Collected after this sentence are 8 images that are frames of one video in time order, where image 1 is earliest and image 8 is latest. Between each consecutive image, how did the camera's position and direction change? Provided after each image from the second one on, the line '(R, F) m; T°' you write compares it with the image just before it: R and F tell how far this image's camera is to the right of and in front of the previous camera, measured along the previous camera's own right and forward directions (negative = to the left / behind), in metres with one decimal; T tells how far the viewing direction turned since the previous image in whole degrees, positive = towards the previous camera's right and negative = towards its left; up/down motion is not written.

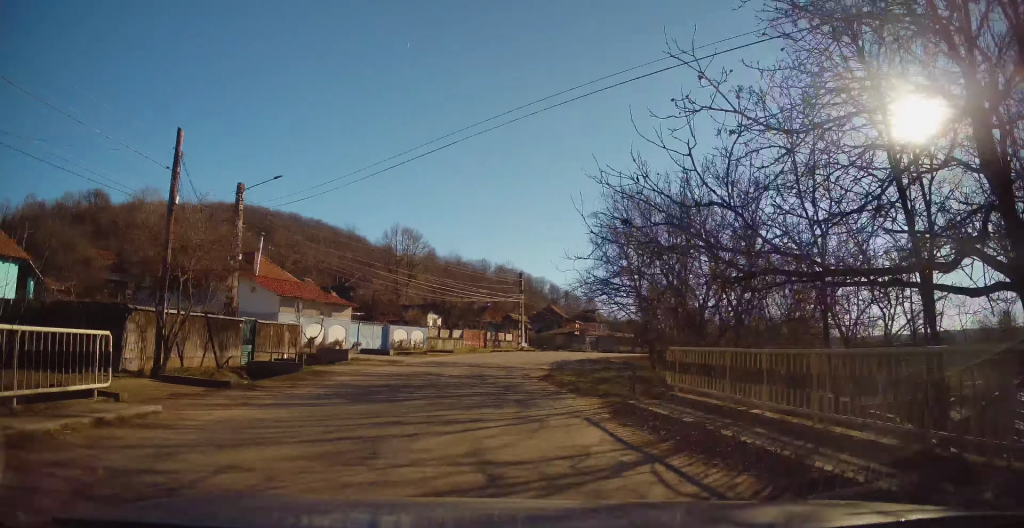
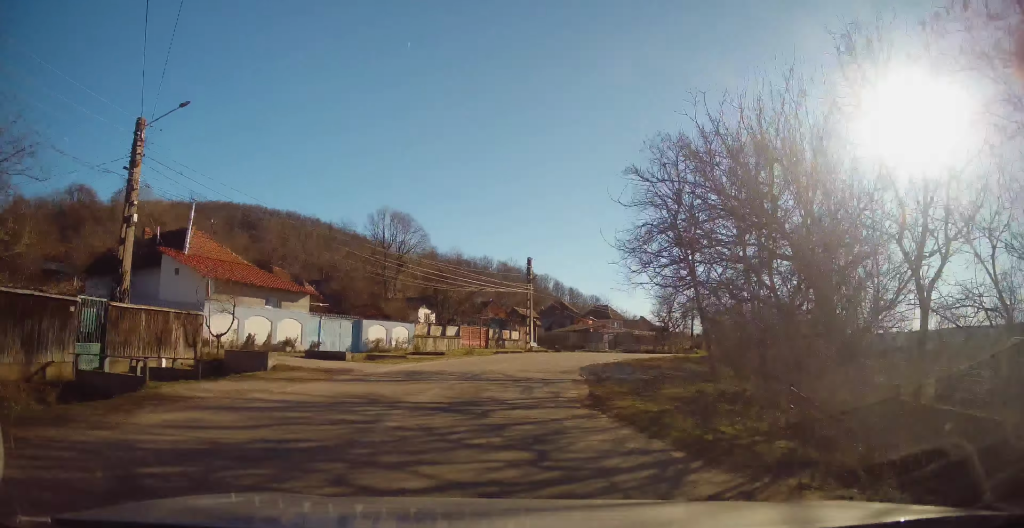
(-0.4, +8.9) m; +1°
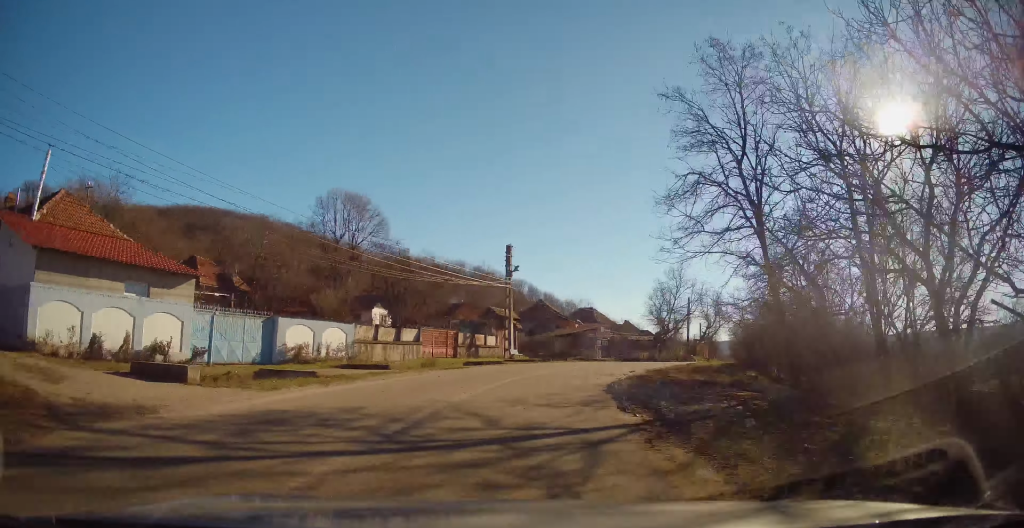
(-0.1, +9.4) m; +2°
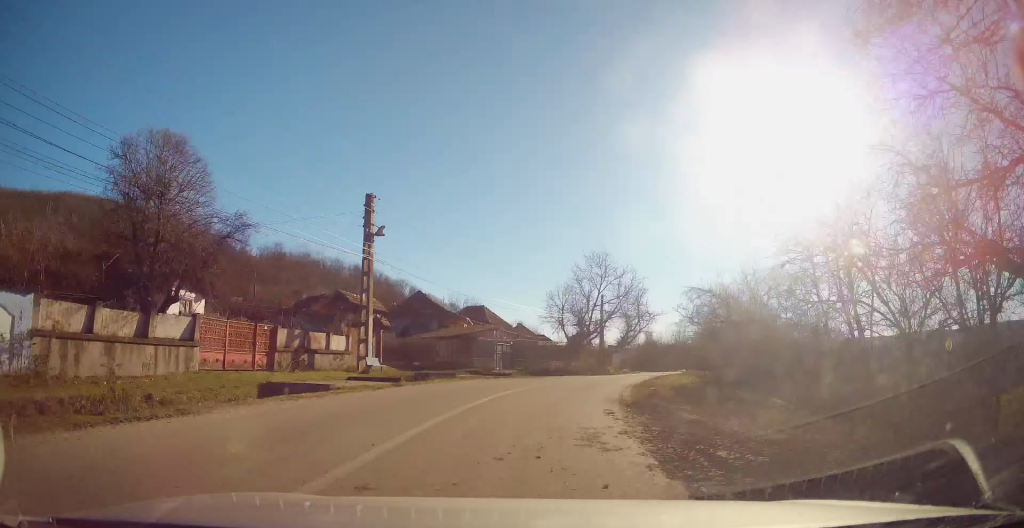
(+0.8, +14.3) m; +9°
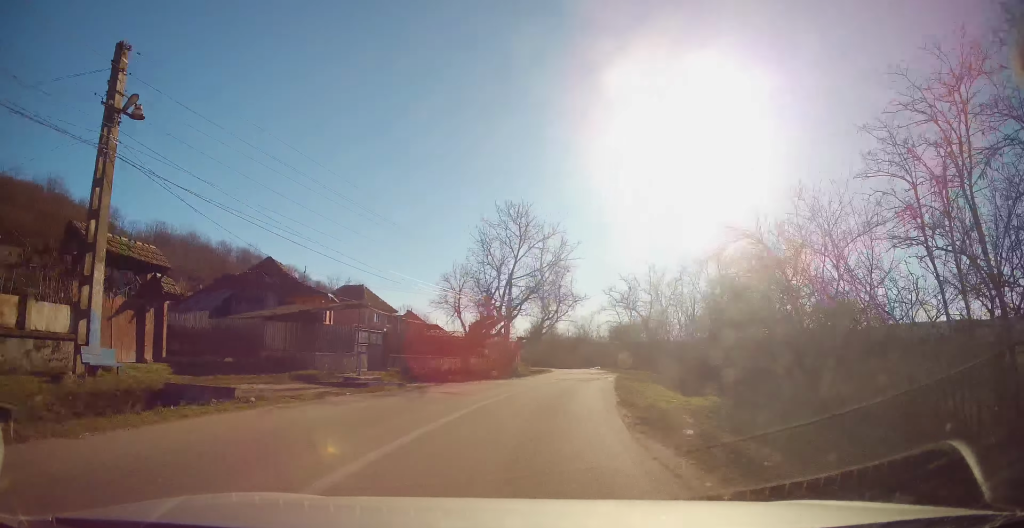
(+1.0, +12.9) m; +10°
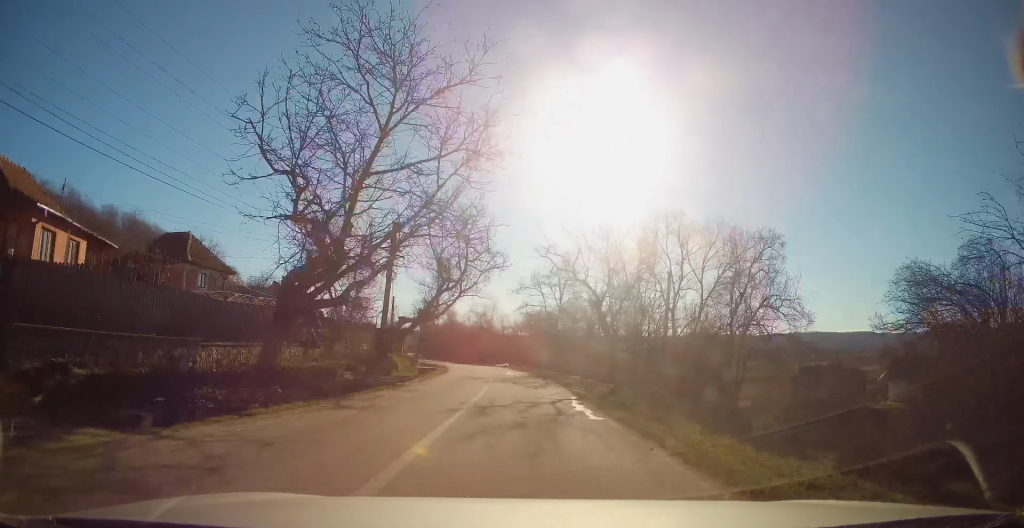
(+1.7, +16.3) m; +11°
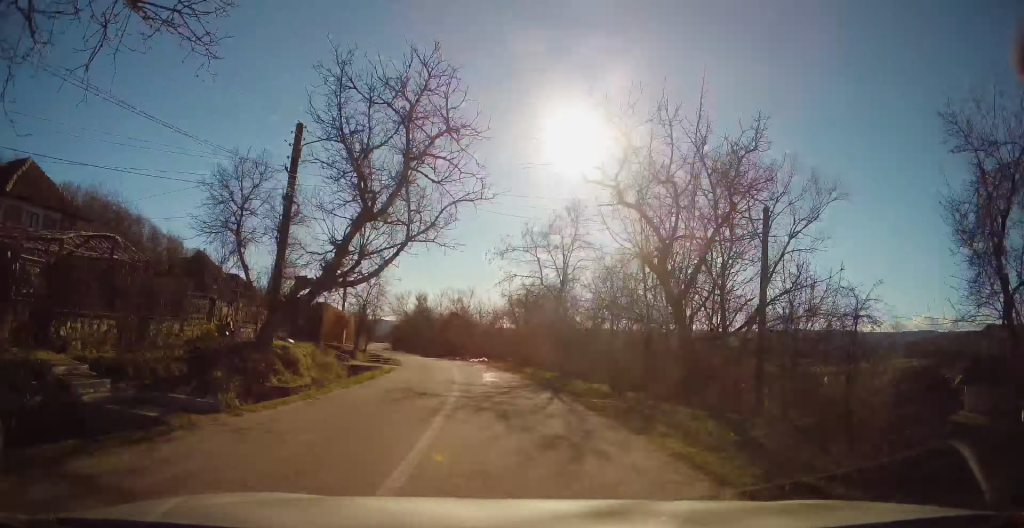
(+1.0, +13.6) m; +4°
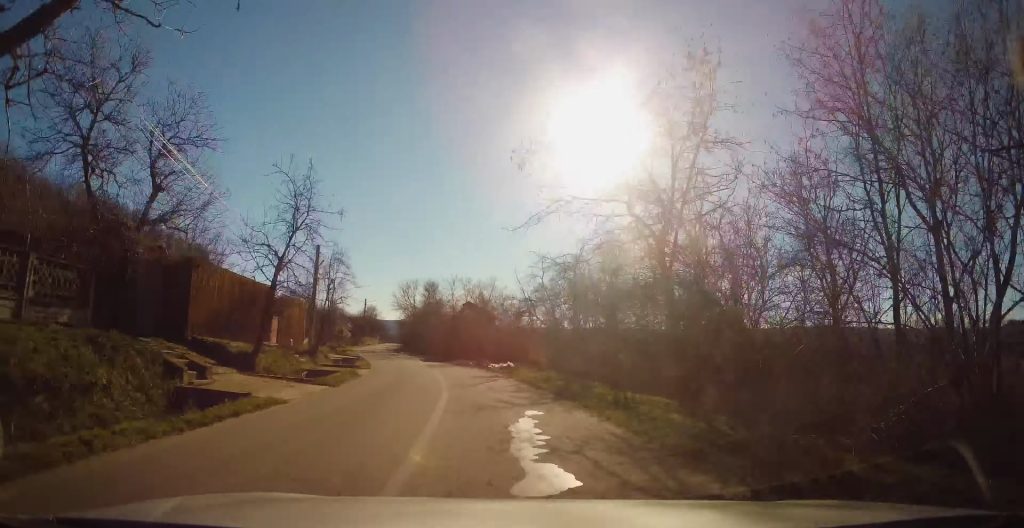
(+0.2, +15.6) m; -1°
